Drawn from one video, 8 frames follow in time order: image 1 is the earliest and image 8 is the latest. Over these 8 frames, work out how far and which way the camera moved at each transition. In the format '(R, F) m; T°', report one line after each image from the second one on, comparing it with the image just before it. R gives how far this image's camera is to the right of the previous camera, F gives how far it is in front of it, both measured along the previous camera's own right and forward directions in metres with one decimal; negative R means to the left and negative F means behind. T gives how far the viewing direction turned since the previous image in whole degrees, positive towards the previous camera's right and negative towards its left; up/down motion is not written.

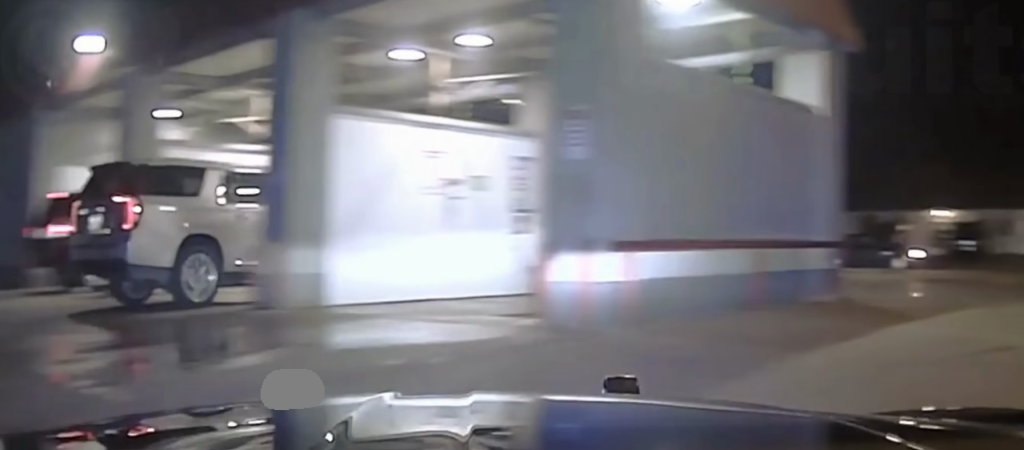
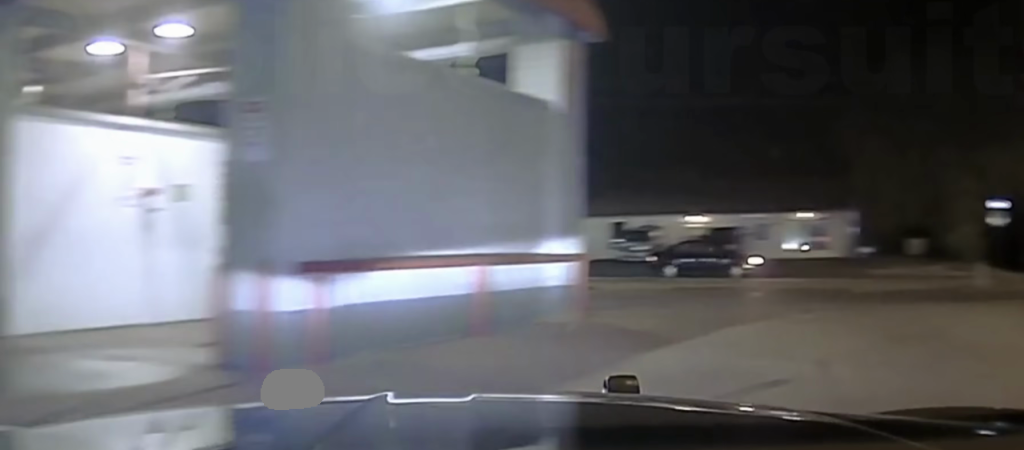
(+0.1, +2.5) m; +2°
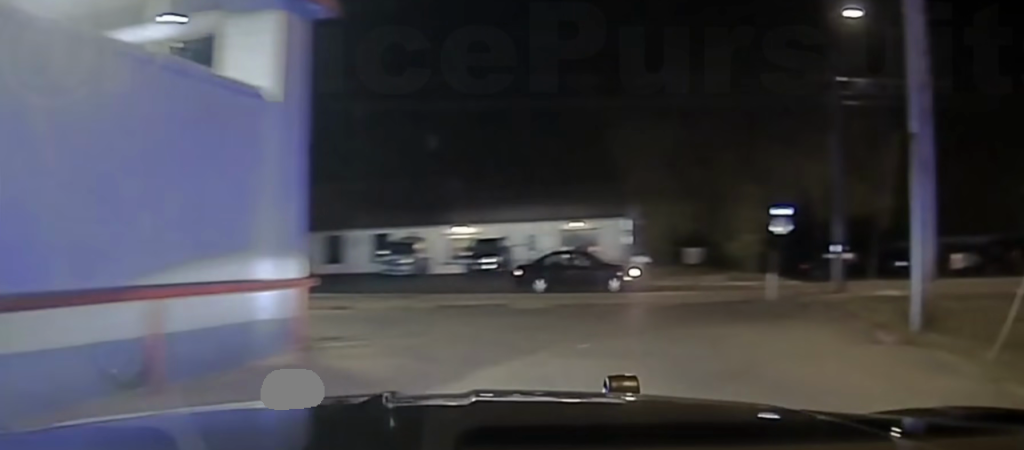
(+0.1, +2.9) m; +1°
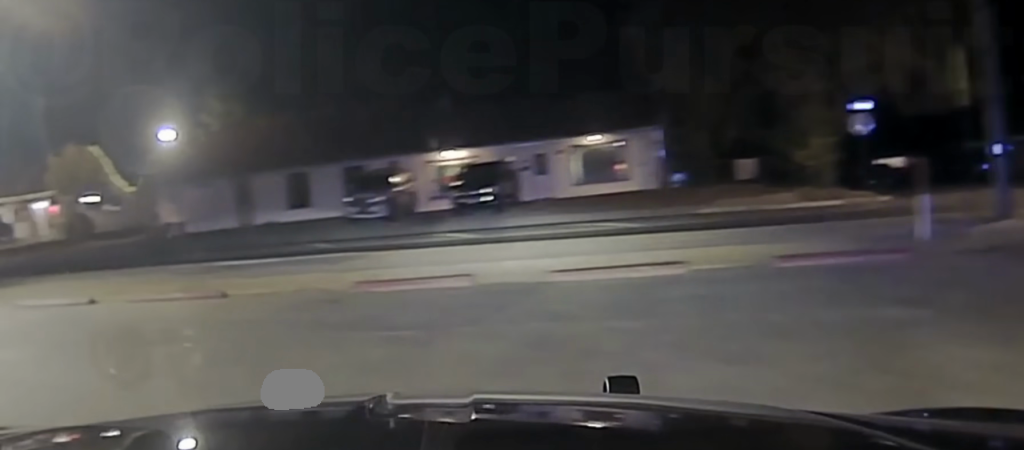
(-1.8, +12.4) m; -28°
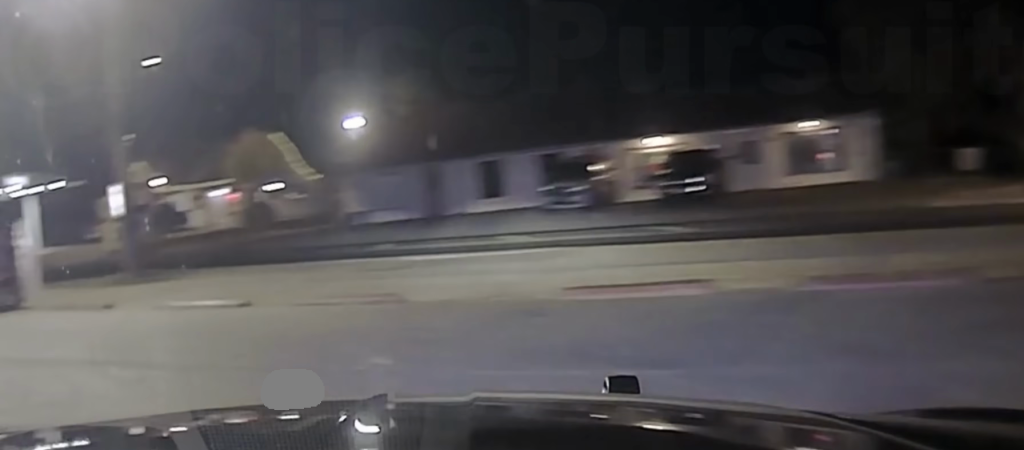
(+0.2, +3.5) m; -11°
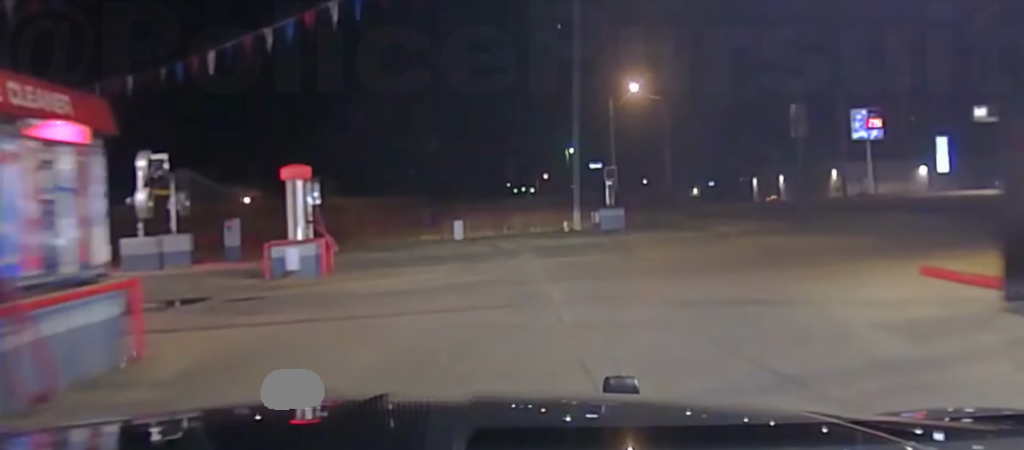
(-5.3, +14.4) m; -24°
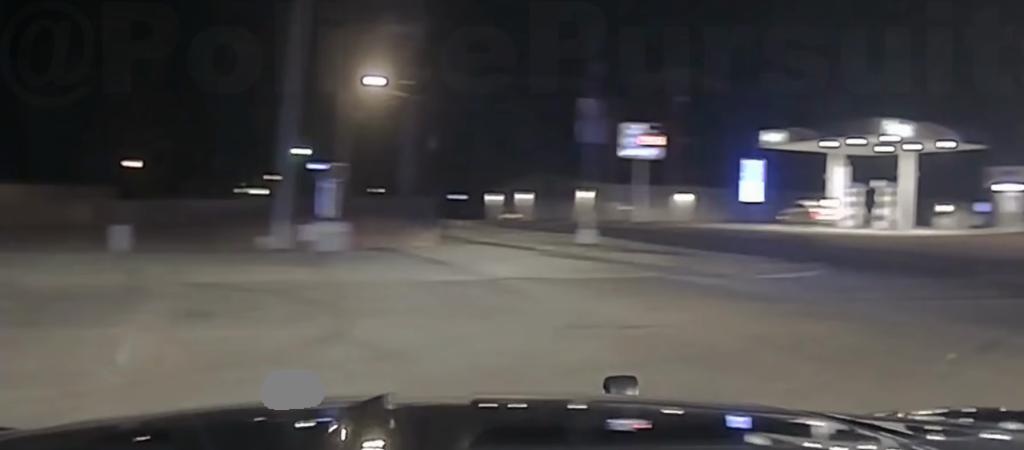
(+0.4, +10.5) m; +26°
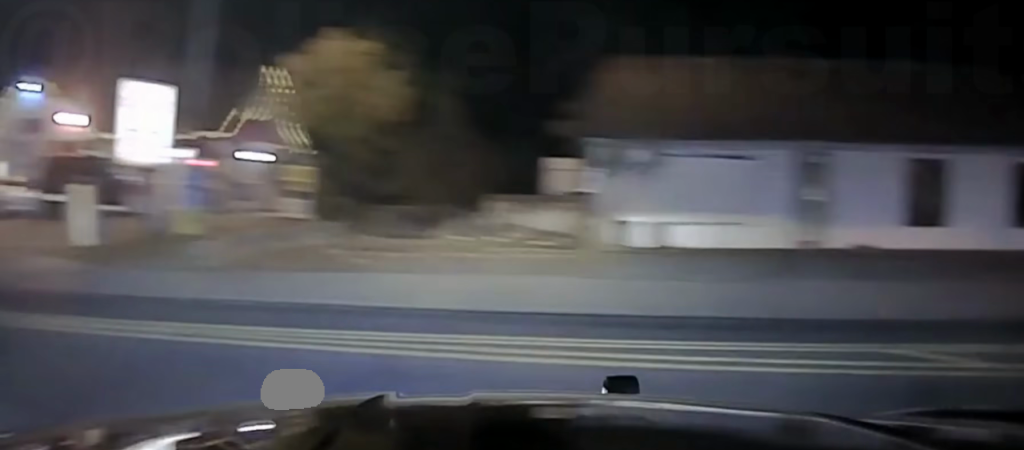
(+6.1, +6.9) m; +79°
